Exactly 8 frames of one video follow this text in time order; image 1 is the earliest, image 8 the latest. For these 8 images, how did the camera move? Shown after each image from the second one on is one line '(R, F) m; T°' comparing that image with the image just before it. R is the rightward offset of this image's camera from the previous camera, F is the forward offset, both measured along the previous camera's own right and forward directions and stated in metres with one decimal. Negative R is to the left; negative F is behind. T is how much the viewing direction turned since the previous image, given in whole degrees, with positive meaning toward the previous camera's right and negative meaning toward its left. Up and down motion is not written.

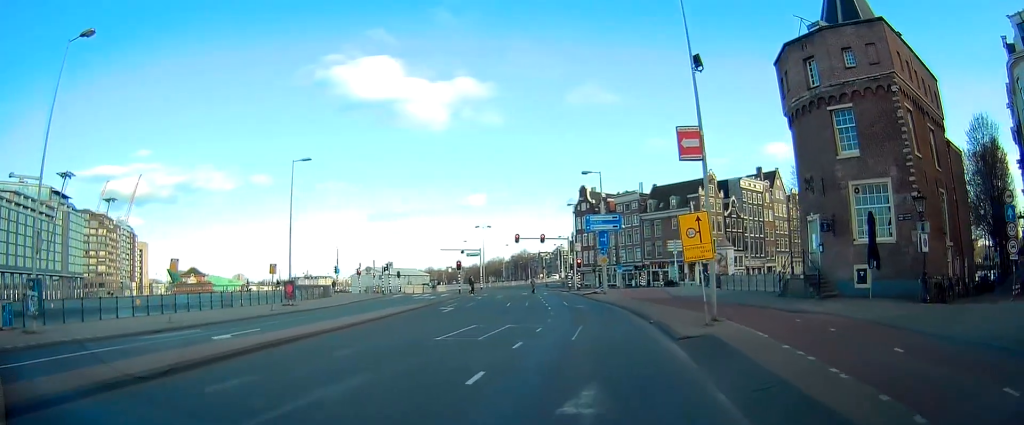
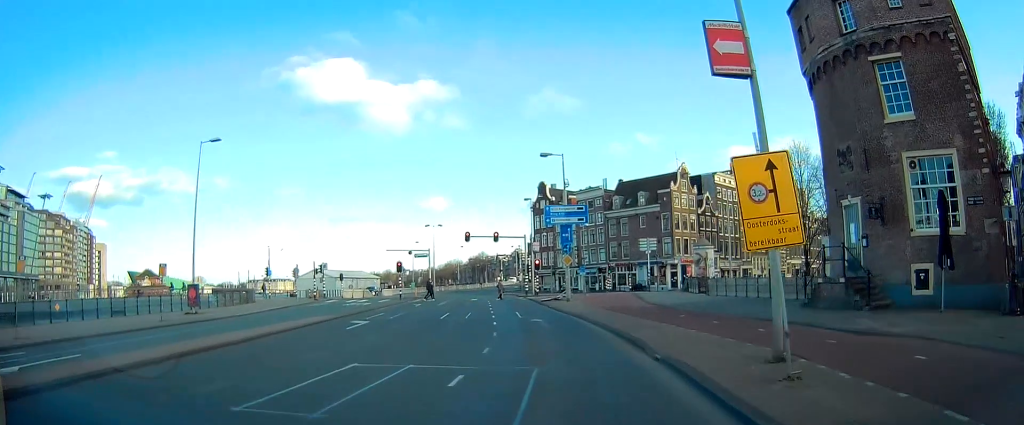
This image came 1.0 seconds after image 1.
(+0.6, +7.4) m; +5°
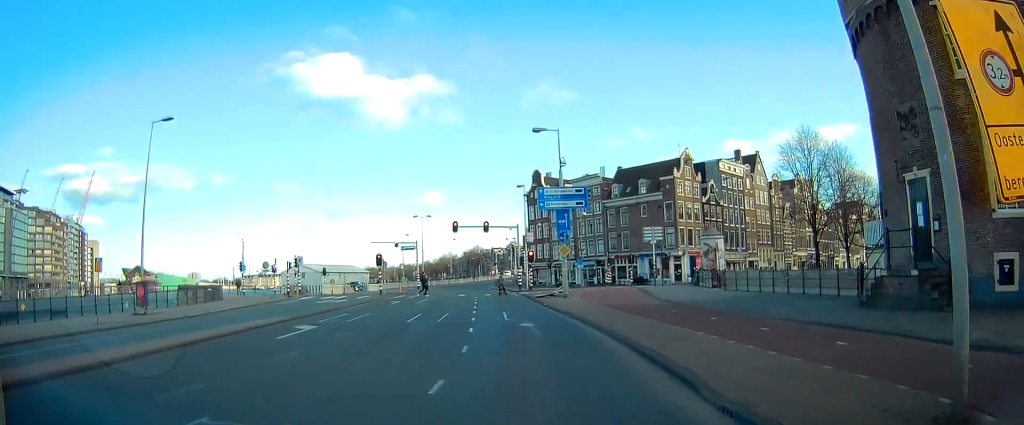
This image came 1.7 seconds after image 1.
(0.0, +4.8) m; +1°
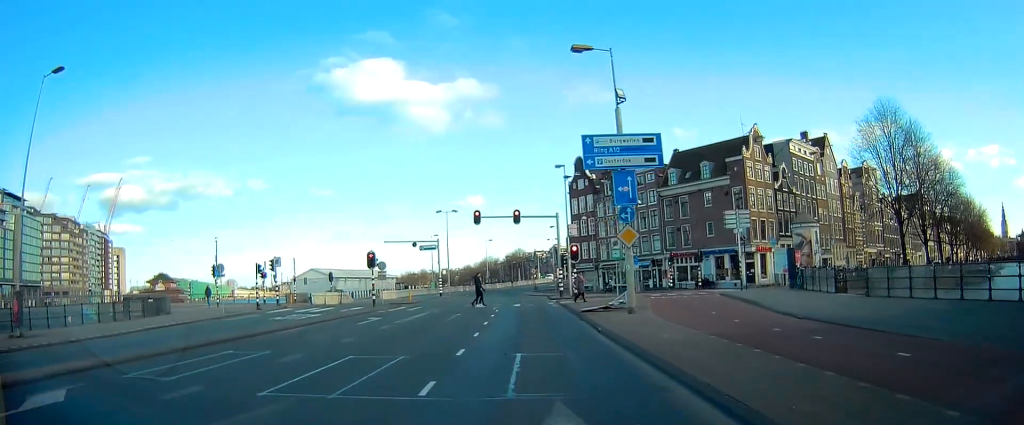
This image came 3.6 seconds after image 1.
(-0.8, +11.4) m; -5°
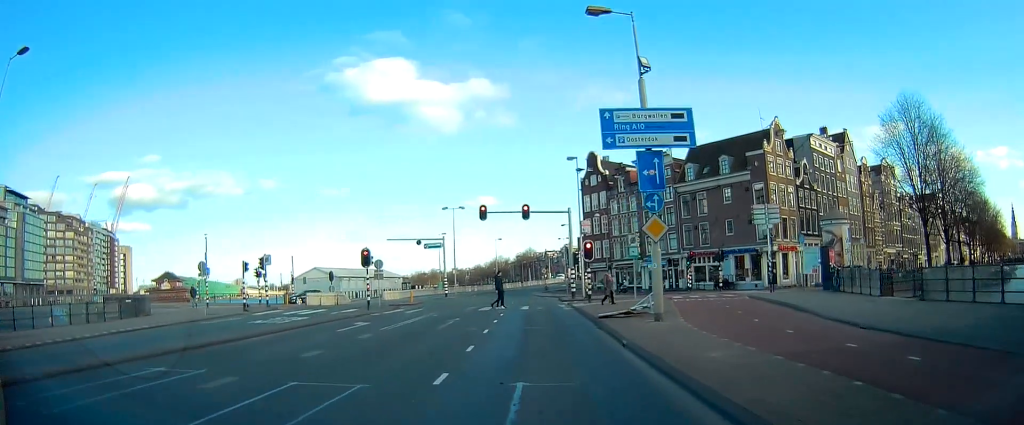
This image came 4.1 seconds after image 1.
(+0.1, +3.0) m; +3°
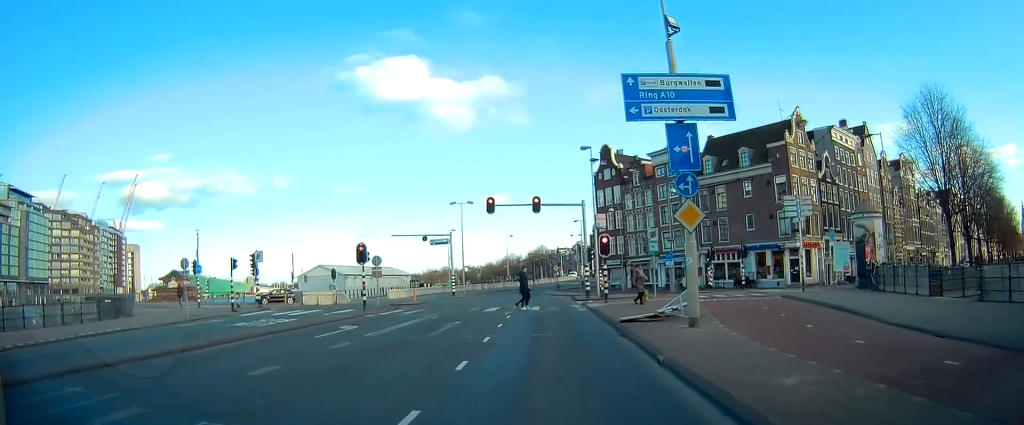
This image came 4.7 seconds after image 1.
(+0.1, +3.0) m; +4°
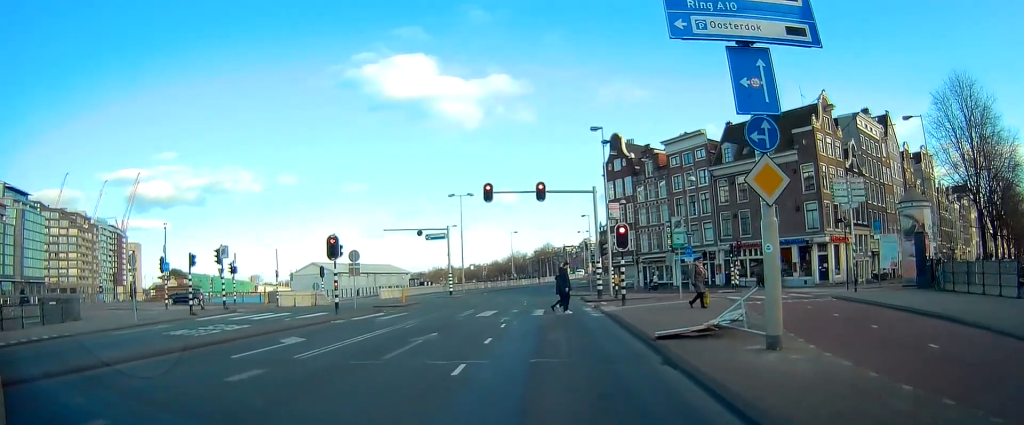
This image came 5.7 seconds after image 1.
(+0.2, +5.0) m; 0°
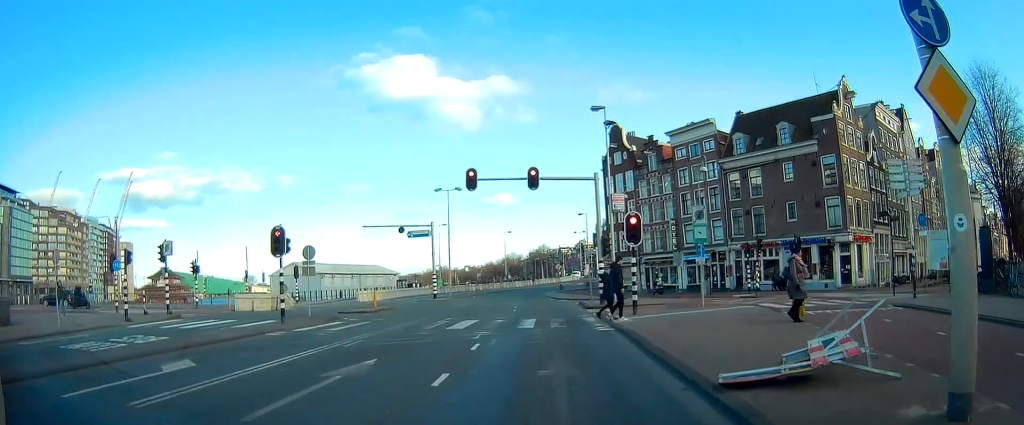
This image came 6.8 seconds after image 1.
(-0.1, +4.9) m; -1°
